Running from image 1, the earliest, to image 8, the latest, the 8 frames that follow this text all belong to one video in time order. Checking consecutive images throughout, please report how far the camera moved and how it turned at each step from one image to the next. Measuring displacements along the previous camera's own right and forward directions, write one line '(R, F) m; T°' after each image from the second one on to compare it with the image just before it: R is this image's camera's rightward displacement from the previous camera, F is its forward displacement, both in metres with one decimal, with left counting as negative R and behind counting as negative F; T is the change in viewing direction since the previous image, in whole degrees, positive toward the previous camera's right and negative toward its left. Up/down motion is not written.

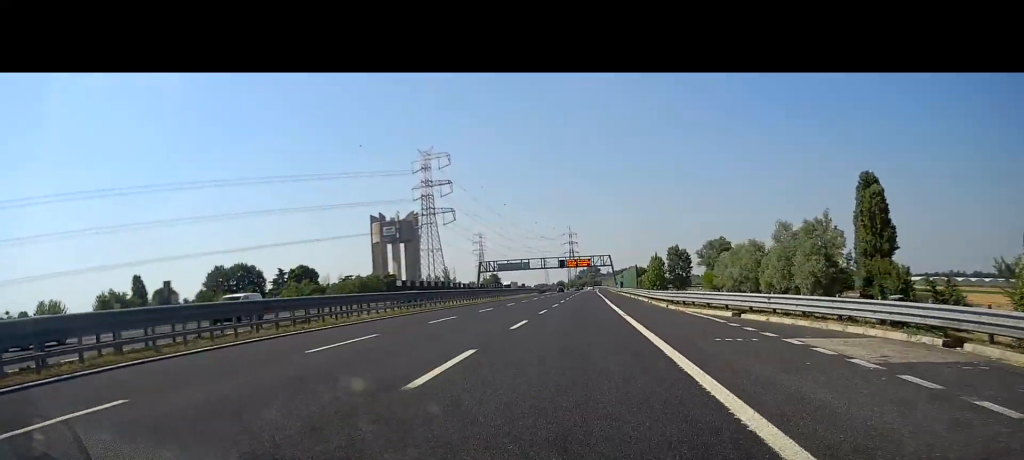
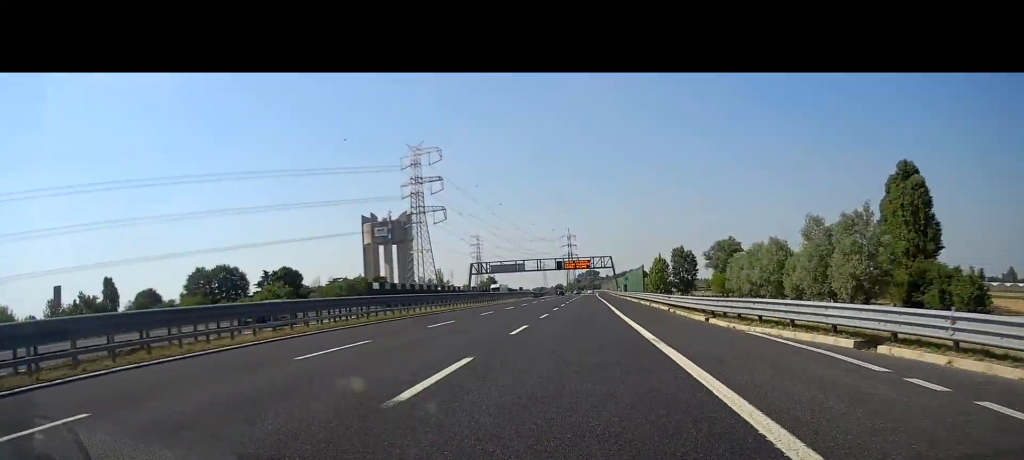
(0.0, +12.3) m; 0°
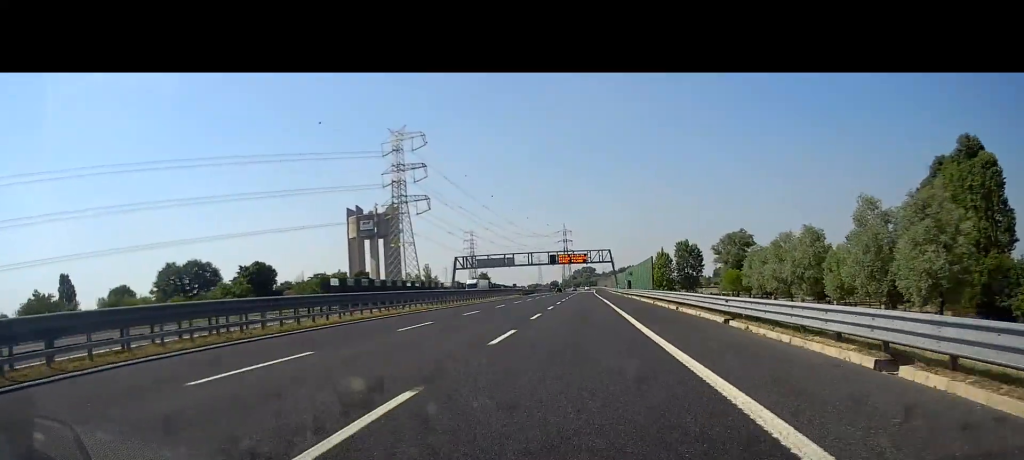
(+0.1, +15.8) m; 0°
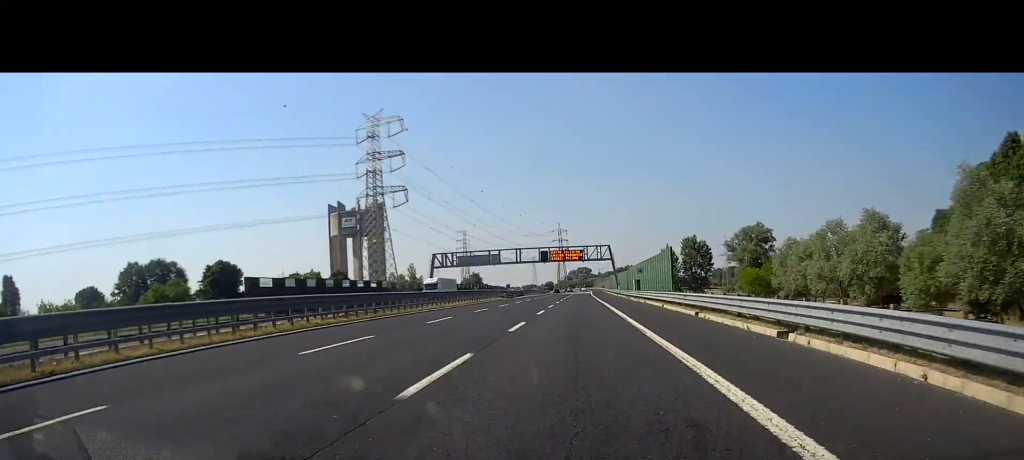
(0.0, +18.4) m; 0°
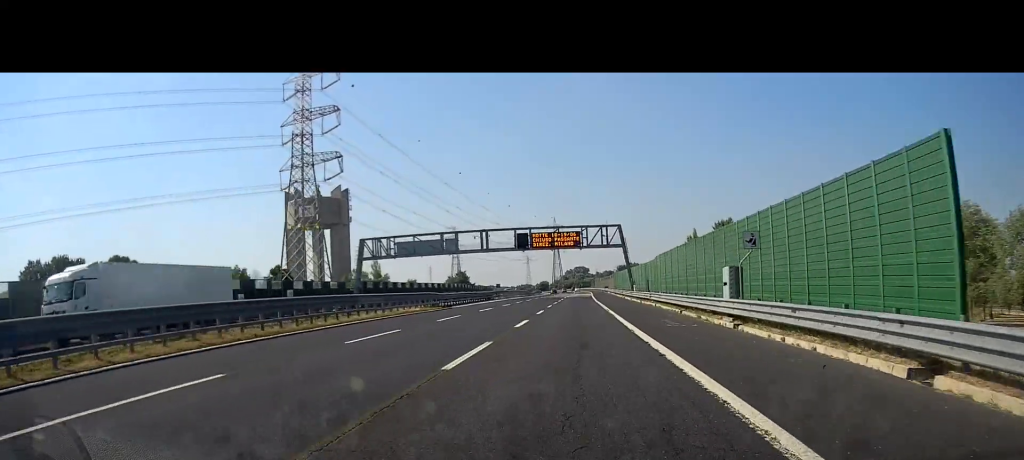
(+0.4, +42.4) m; +2°
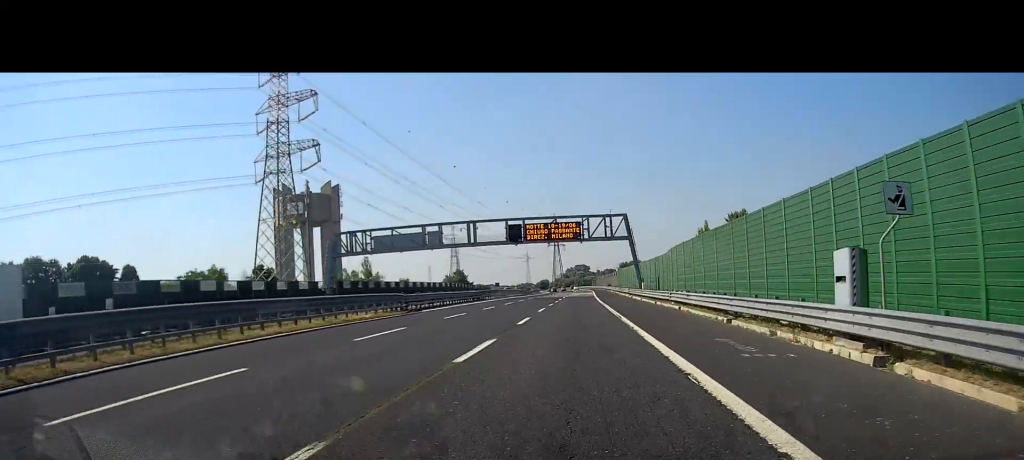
(+0.1, +10.7) m; 0°
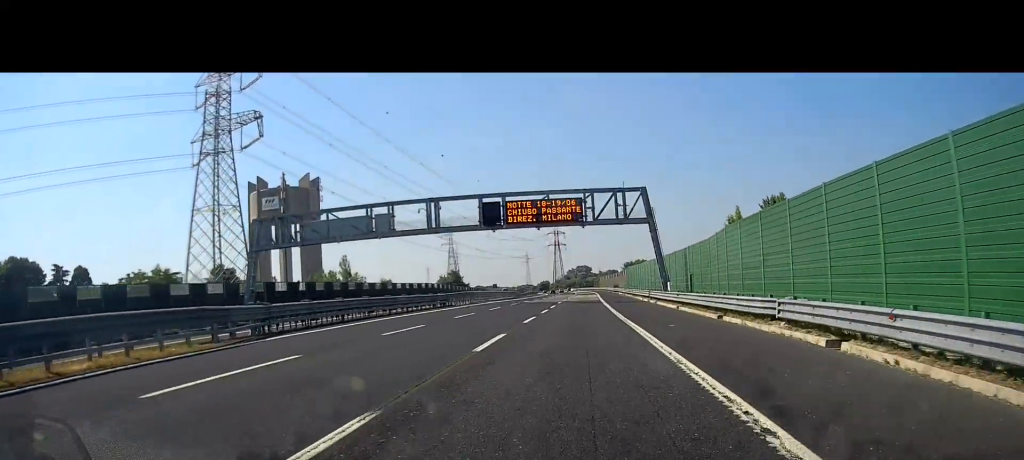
(+0.1, +21.5) m; 0°
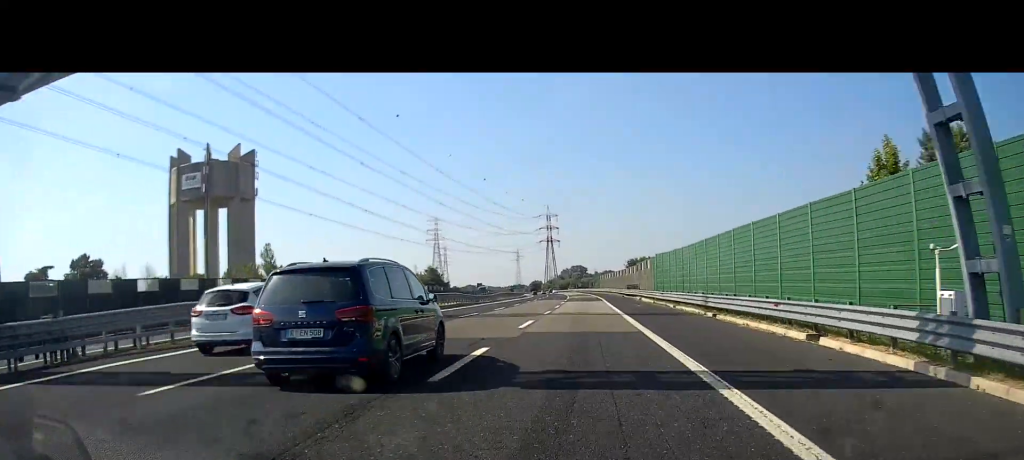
(-0.5, +46.3) m; -1°
